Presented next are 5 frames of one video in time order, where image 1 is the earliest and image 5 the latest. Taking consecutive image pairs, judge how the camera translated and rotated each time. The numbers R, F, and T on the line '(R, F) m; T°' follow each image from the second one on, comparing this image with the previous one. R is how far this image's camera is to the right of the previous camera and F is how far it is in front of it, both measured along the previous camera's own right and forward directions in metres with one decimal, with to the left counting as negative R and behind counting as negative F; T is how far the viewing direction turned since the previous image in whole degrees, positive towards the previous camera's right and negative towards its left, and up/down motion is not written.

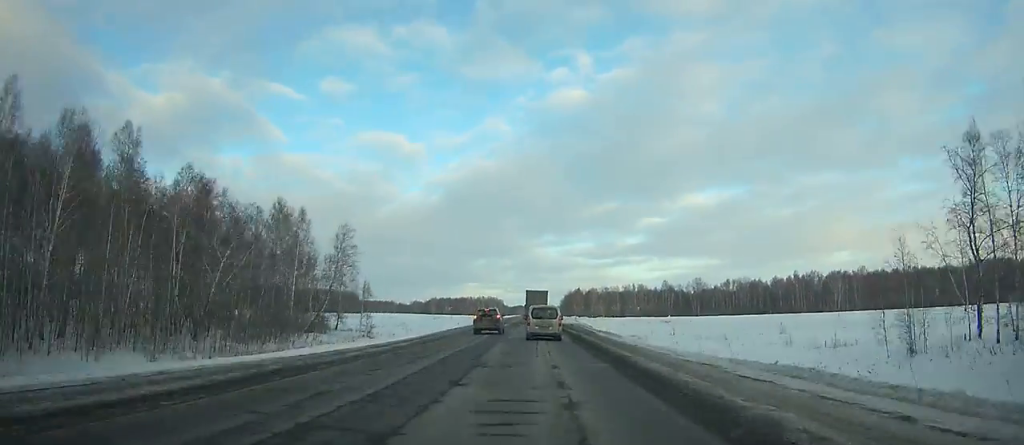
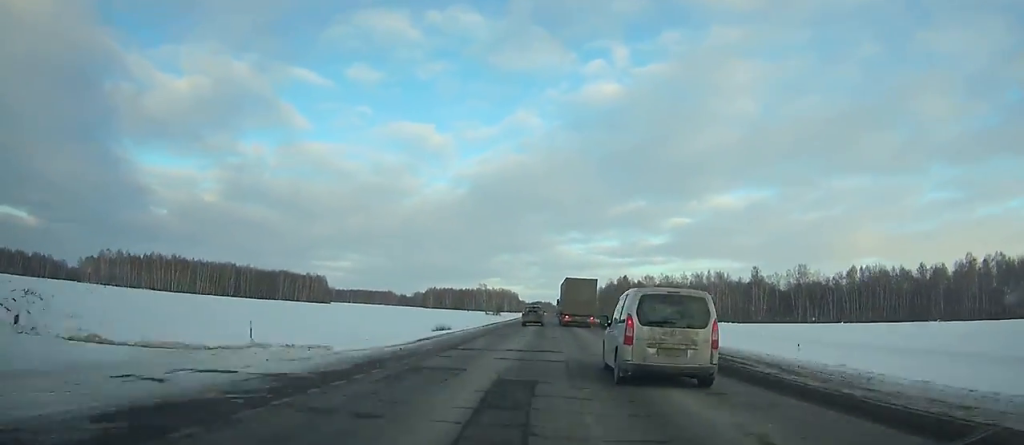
(-1.1, +148.0) m; -1°
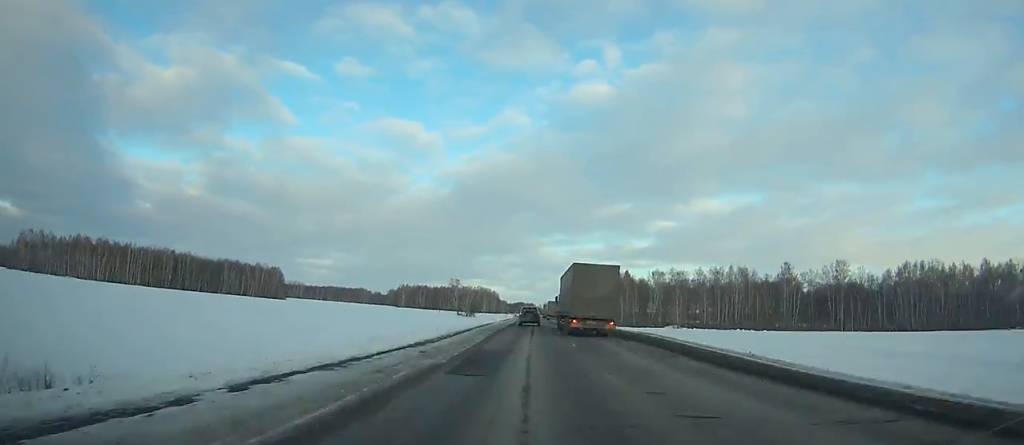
(-0.1, +53.8) m; 0°
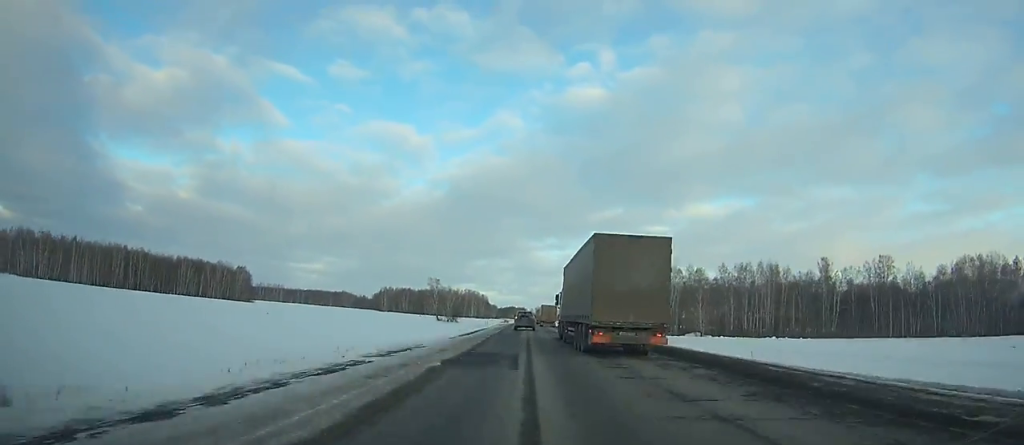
(+0.2, +38.9) m; 0°
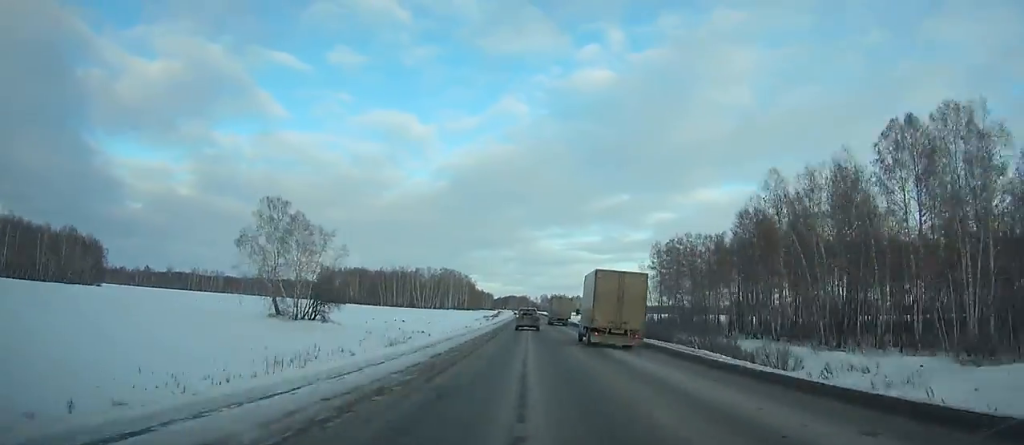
(+1.1, +156.6) m; +1°
